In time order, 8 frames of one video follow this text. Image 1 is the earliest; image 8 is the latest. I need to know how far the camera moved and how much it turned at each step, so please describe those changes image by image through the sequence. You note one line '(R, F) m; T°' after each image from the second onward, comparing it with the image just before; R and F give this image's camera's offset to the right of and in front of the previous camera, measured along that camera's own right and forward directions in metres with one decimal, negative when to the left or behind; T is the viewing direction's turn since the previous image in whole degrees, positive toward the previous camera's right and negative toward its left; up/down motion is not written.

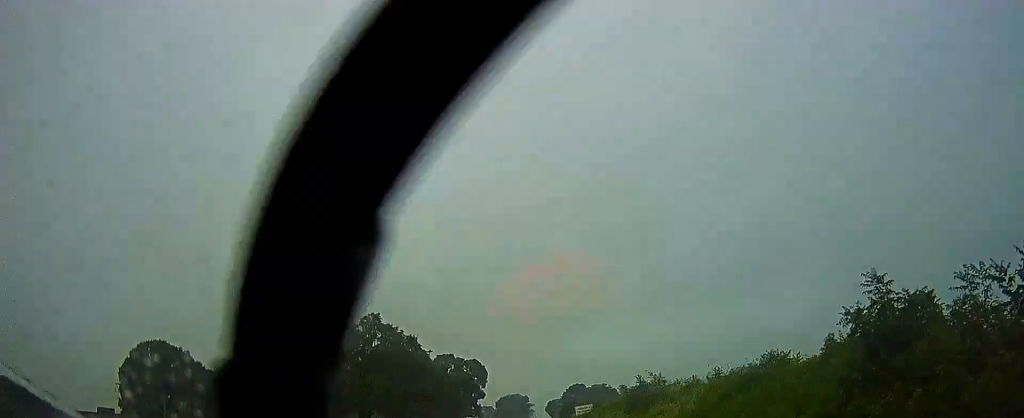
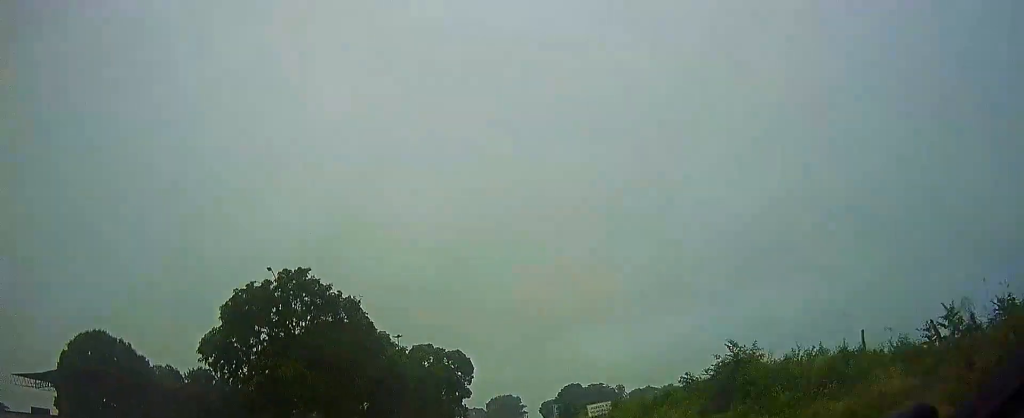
(+0.1, +16.1) m; +1°
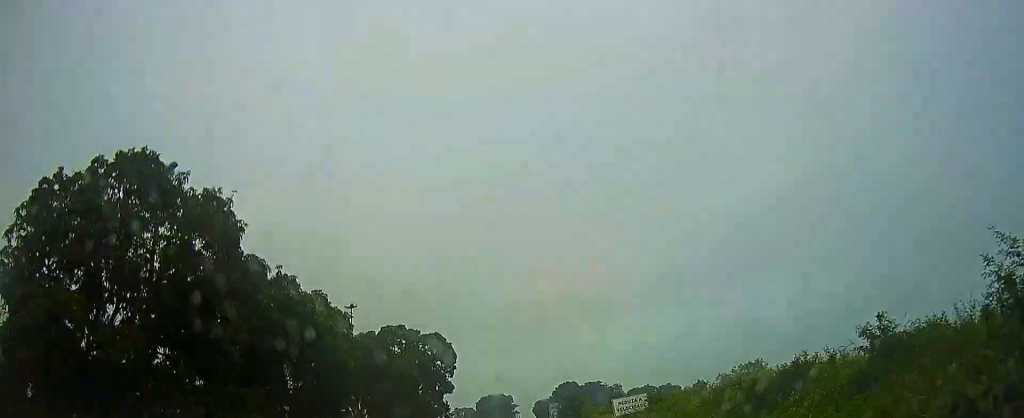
(+0.2, +15.2) m; +1°
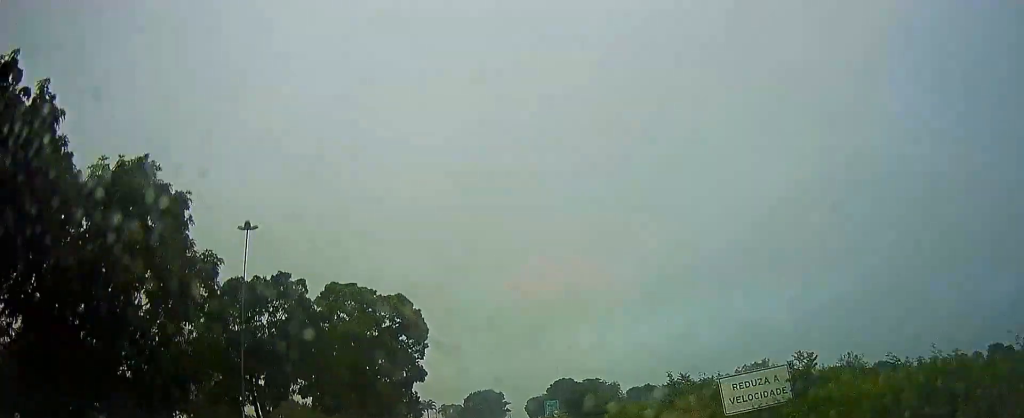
(+0.1, +18.2) m; +1°
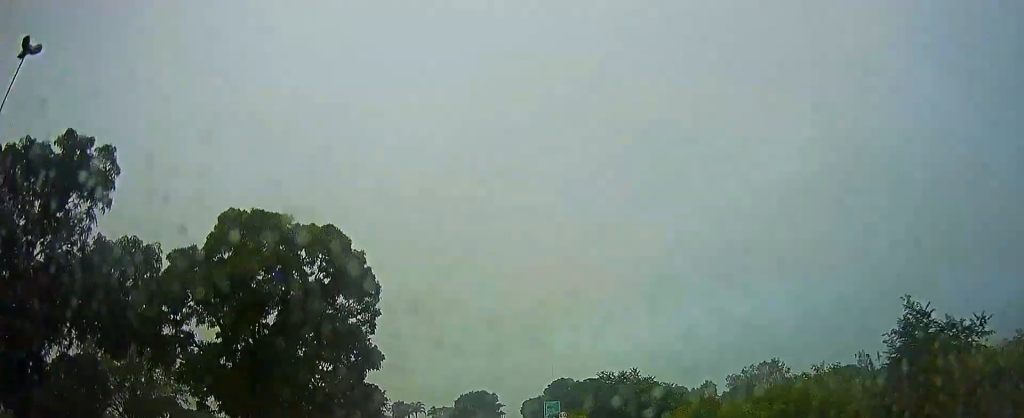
(+0.2, +17.3) m; +1°
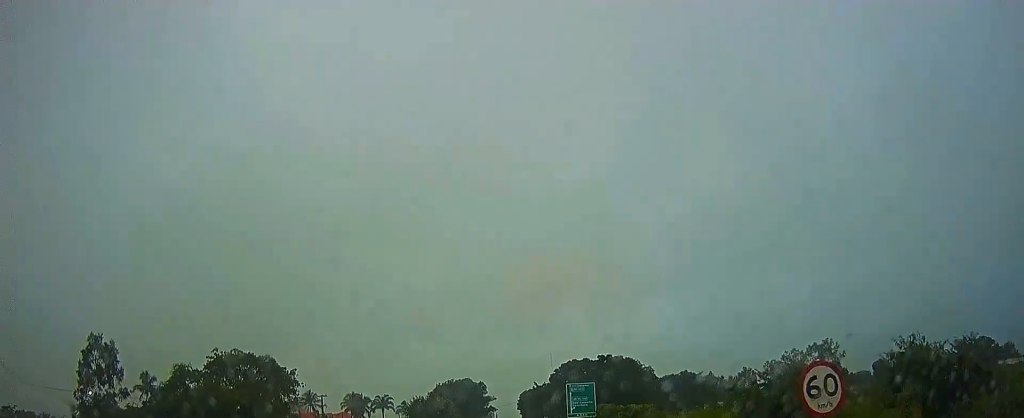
(+0.4, +55.5) m; +1°
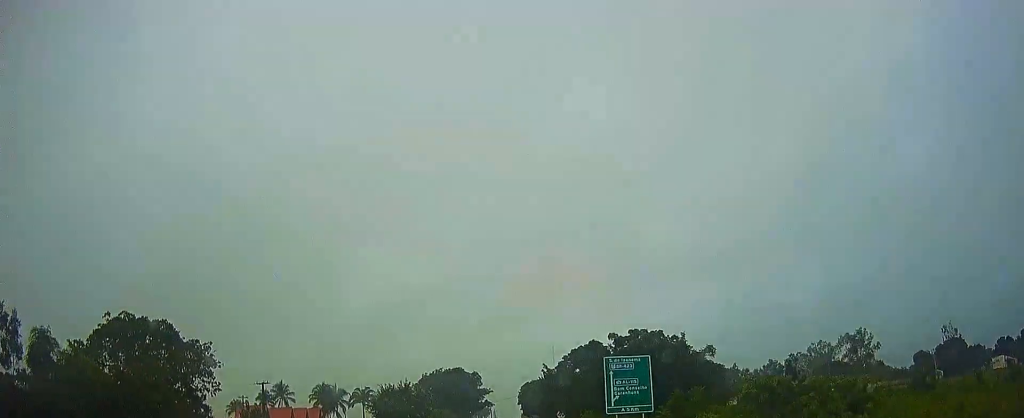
(+0.2, +25.3) m; +1°
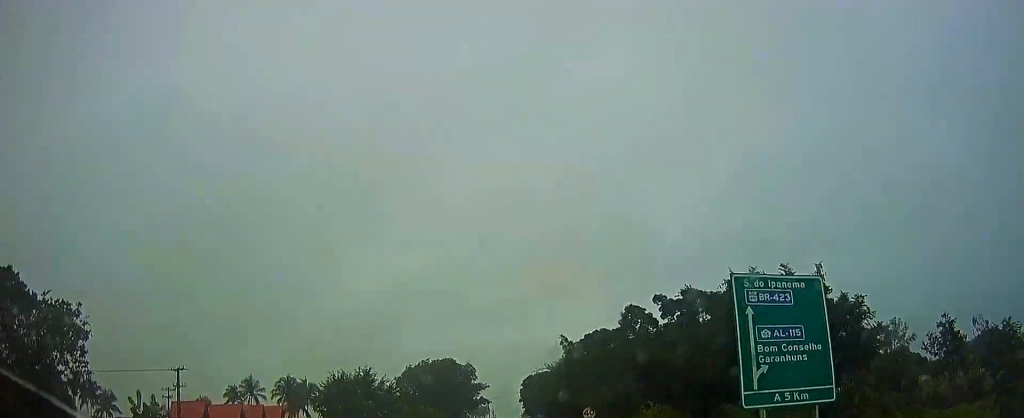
(+0.3, +22.0) m; 0°
